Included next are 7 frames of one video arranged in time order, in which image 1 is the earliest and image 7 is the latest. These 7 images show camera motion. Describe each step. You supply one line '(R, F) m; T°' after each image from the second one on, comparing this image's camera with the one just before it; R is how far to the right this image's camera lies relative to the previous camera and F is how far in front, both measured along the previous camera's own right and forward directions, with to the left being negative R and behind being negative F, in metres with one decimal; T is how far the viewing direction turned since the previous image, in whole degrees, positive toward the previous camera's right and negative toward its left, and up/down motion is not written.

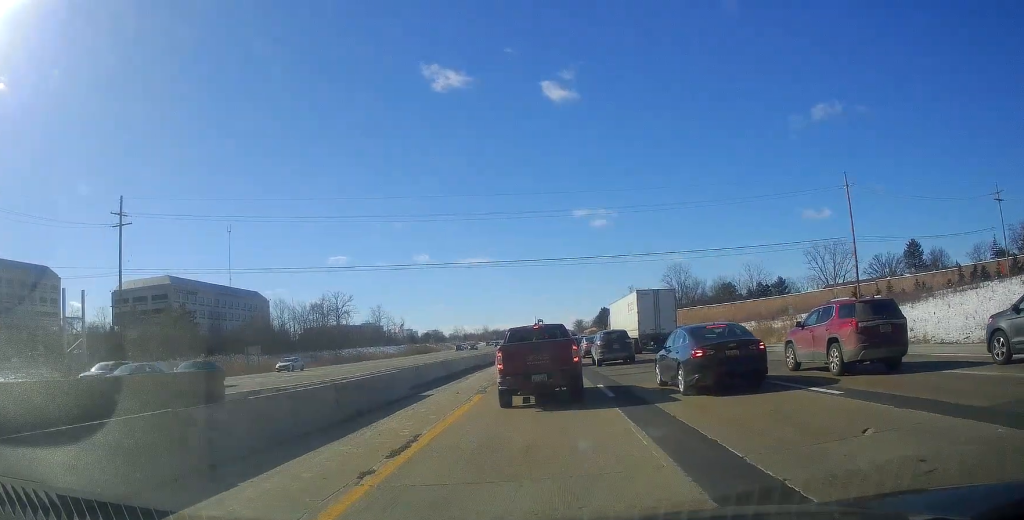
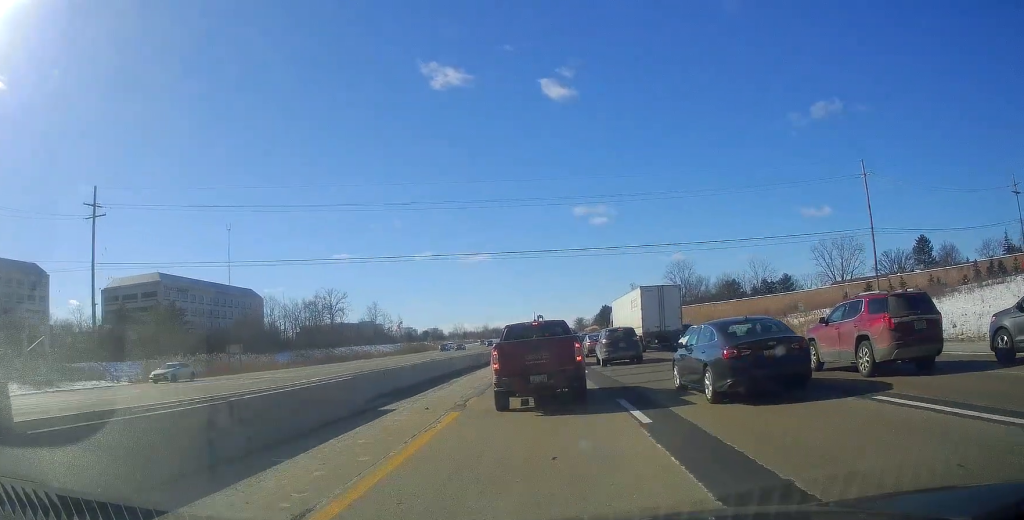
(+0.1, +4.7) m; 0°
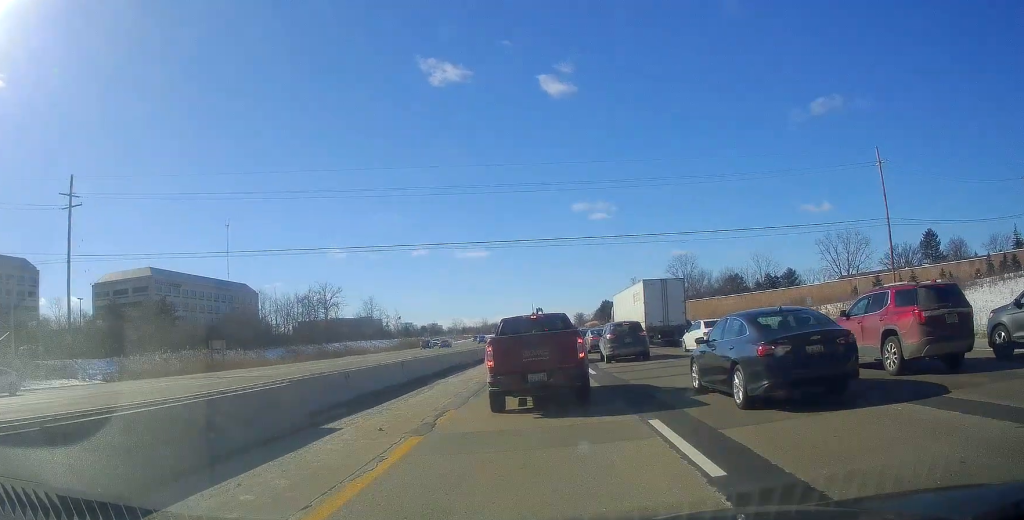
(+0.1, +3.9) m; -2°
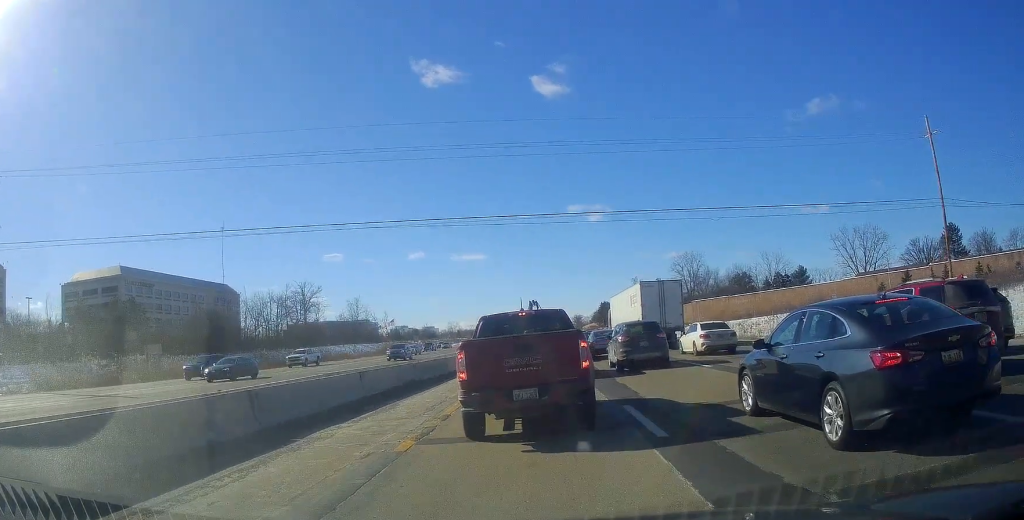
(-0.3, +11.1) m; -2°
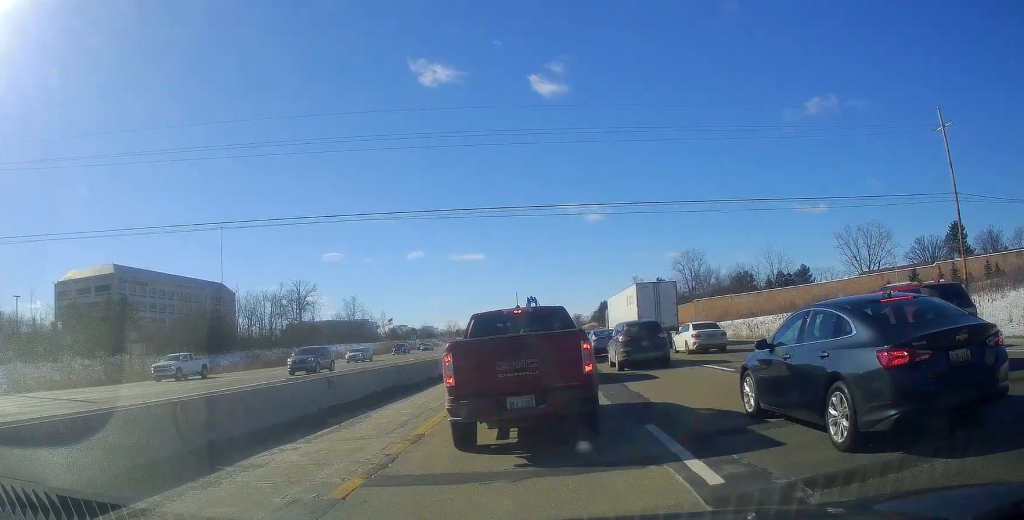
(-0.2, +1.3) m; 0°
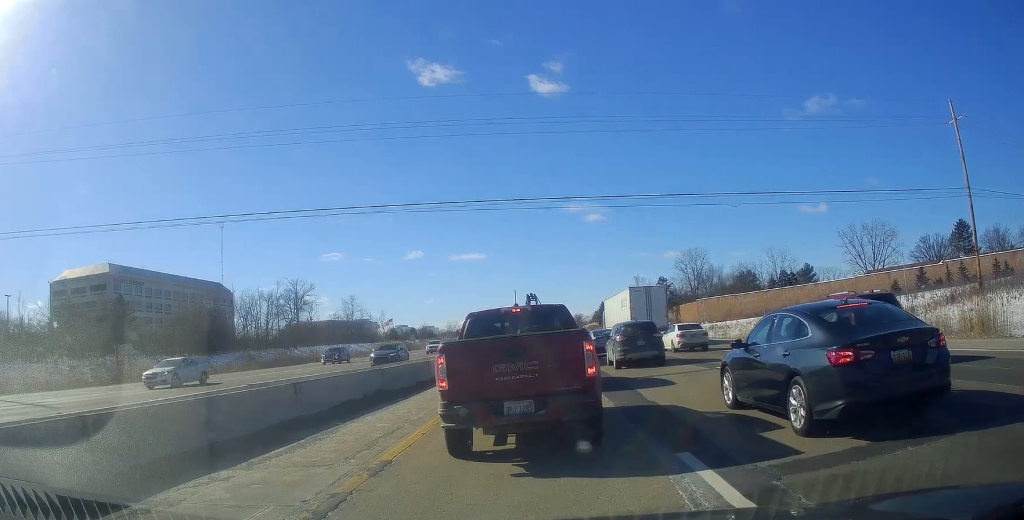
(-0.2, +0.7) m; 0°
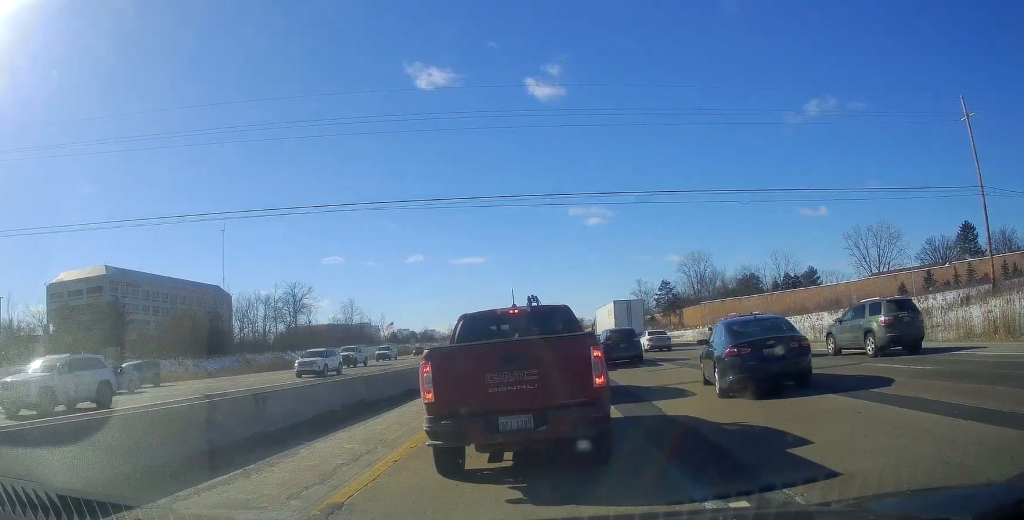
(-0.1, +0.3) m; 0°
